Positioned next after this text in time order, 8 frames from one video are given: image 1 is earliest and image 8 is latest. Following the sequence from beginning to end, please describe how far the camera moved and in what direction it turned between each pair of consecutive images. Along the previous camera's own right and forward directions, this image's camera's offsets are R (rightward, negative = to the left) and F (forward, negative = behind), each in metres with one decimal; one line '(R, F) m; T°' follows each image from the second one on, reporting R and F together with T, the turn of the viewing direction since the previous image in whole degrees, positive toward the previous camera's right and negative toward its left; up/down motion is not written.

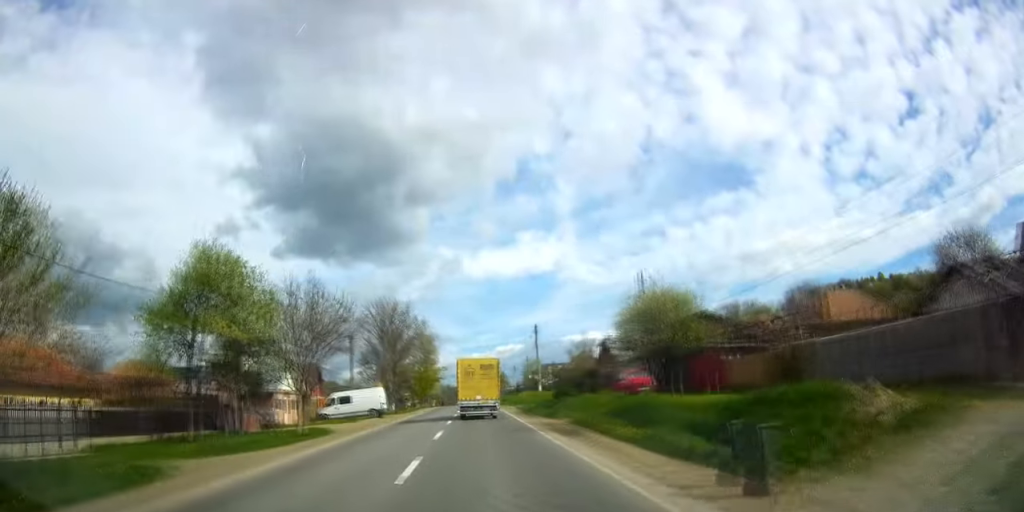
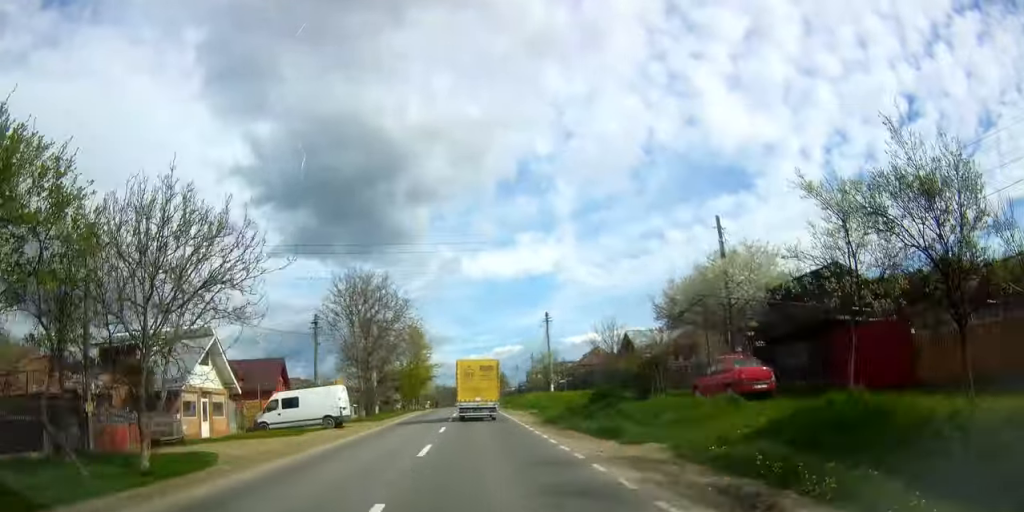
(+0.2, +14.1) m; 0°
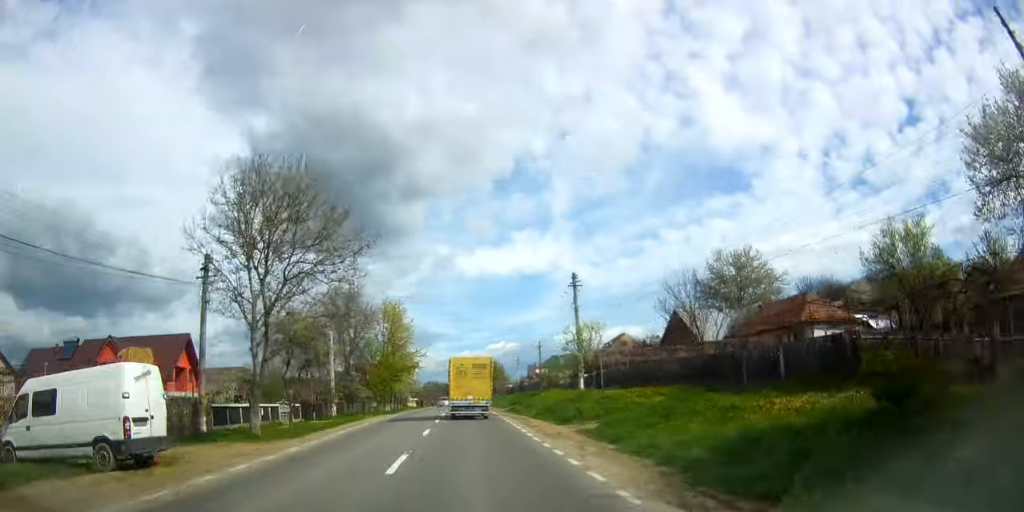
(+0.1, +21.2) m; 0°
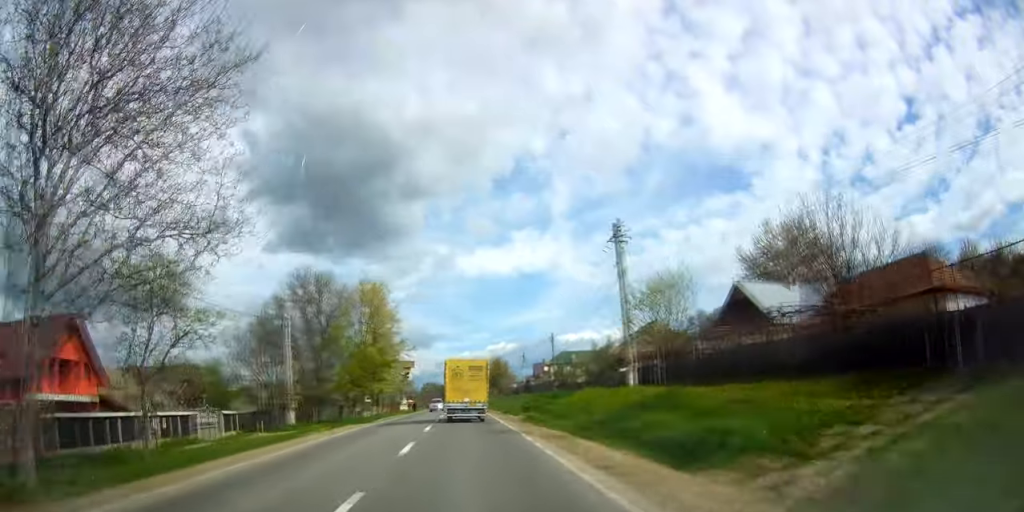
(-0.2, +14.2) m; -1°
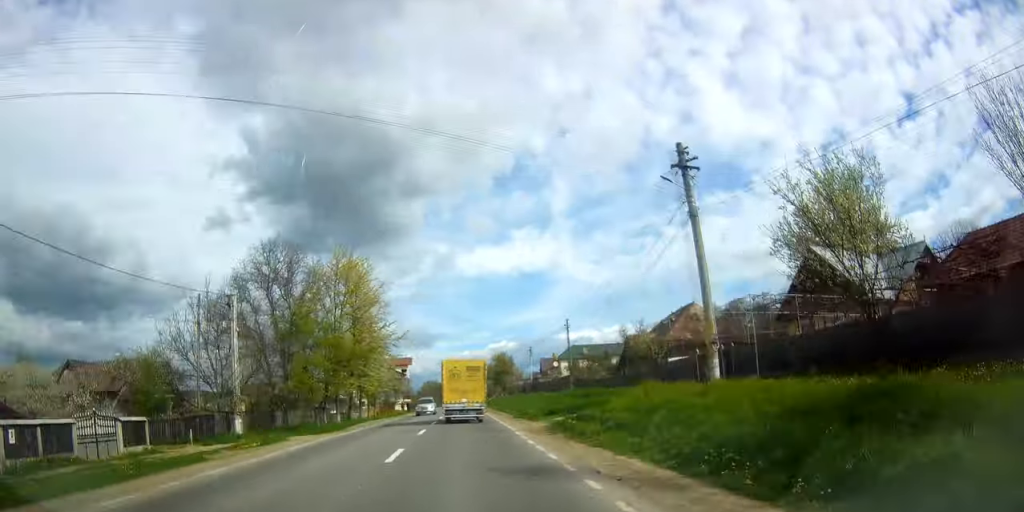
(0.0, +10.7) m; +1°
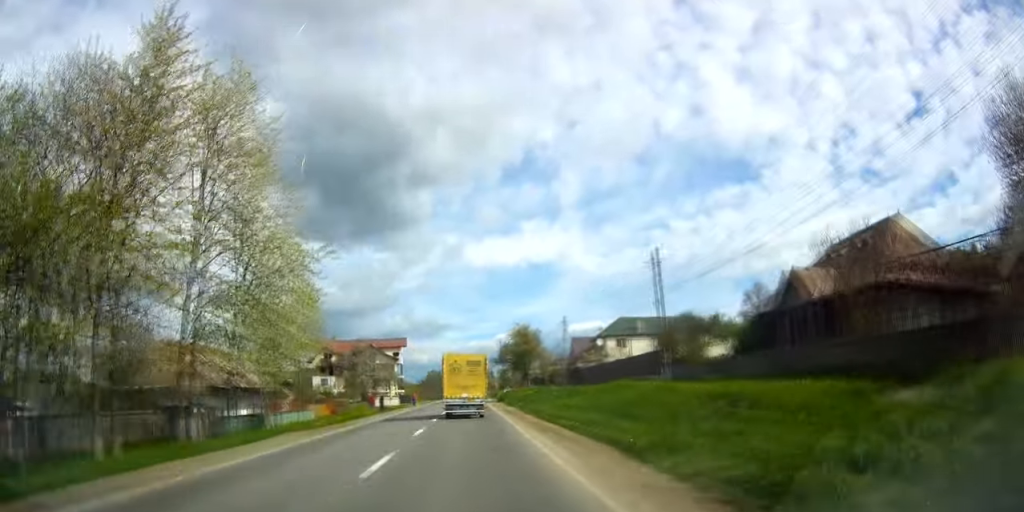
(+0.4, +29.7) m; +1°
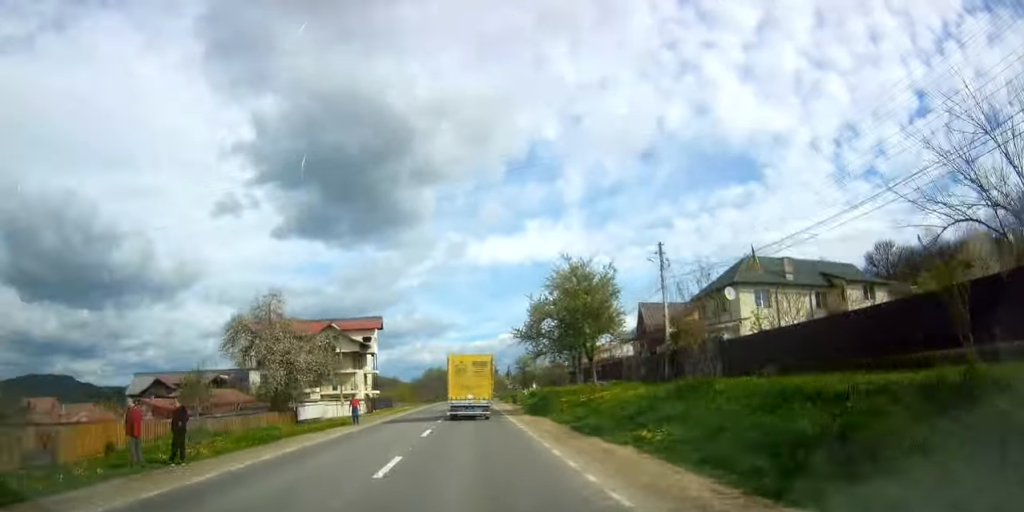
(-0.5, +37.2) m; -1°
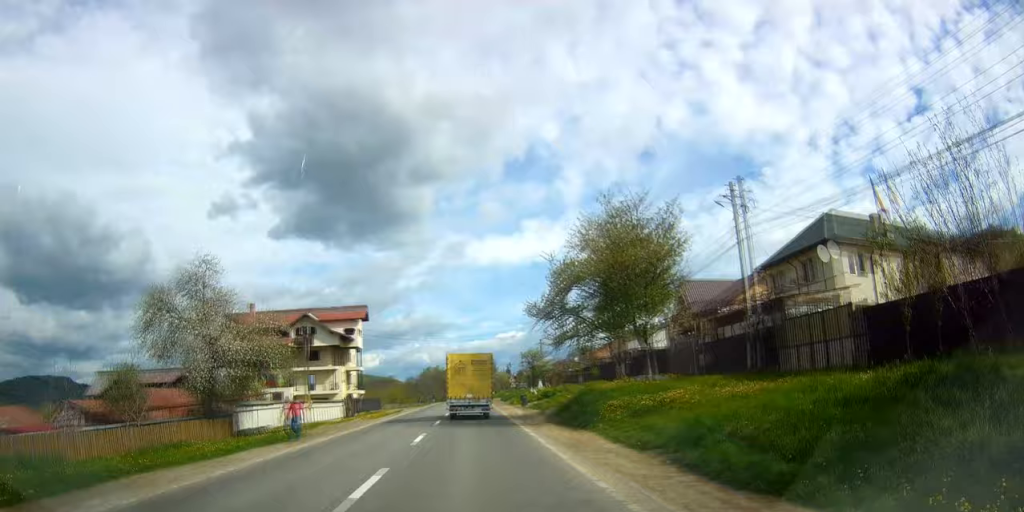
(0.0, +11.7) m; 0°
